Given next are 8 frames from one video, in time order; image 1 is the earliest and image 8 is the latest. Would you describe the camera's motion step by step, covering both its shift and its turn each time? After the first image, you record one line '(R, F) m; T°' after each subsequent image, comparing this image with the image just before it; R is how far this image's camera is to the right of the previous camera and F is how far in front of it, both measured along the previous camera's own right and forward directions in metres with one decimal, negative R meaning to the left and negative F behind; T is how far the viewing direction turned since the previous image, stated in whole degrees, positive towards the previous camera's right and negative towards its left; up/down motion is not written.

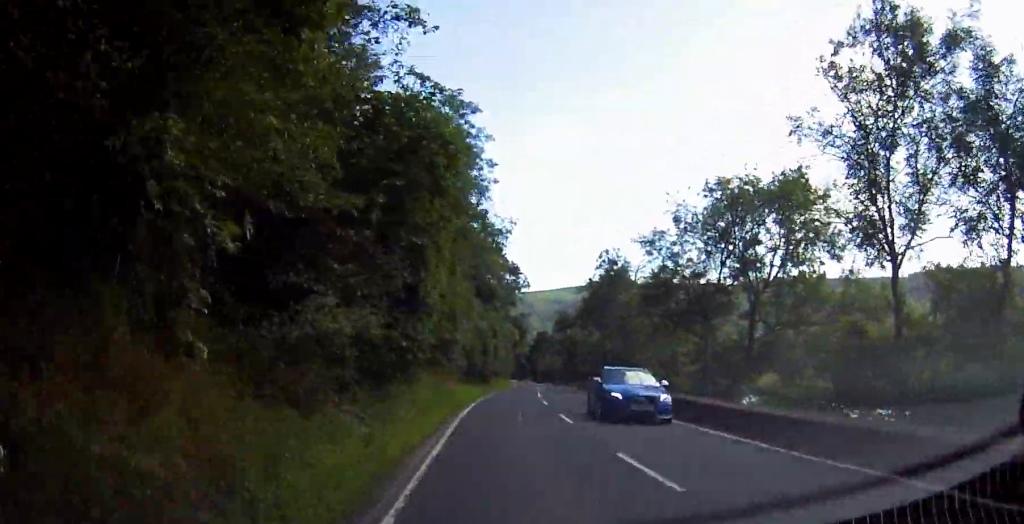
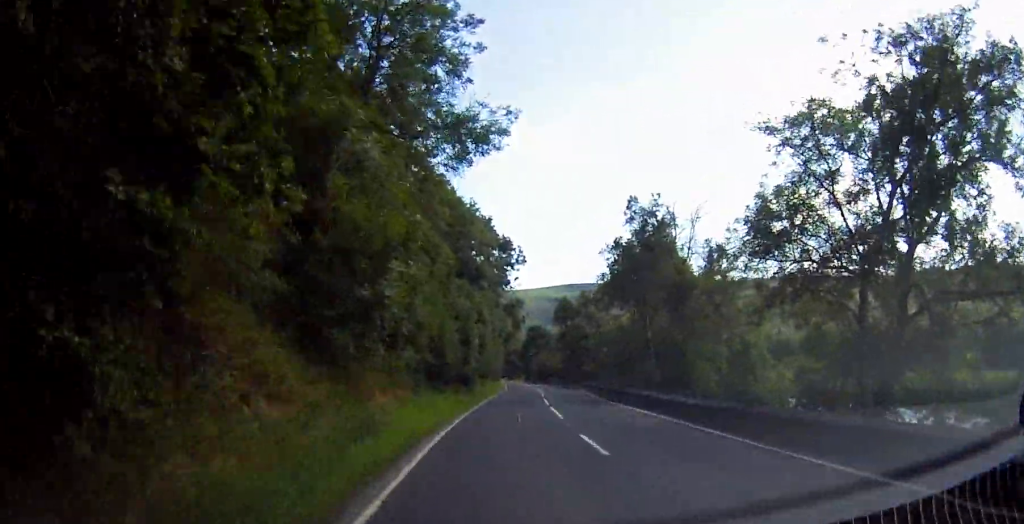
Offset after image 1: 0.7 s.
(0.0, +14.7) m; +1°
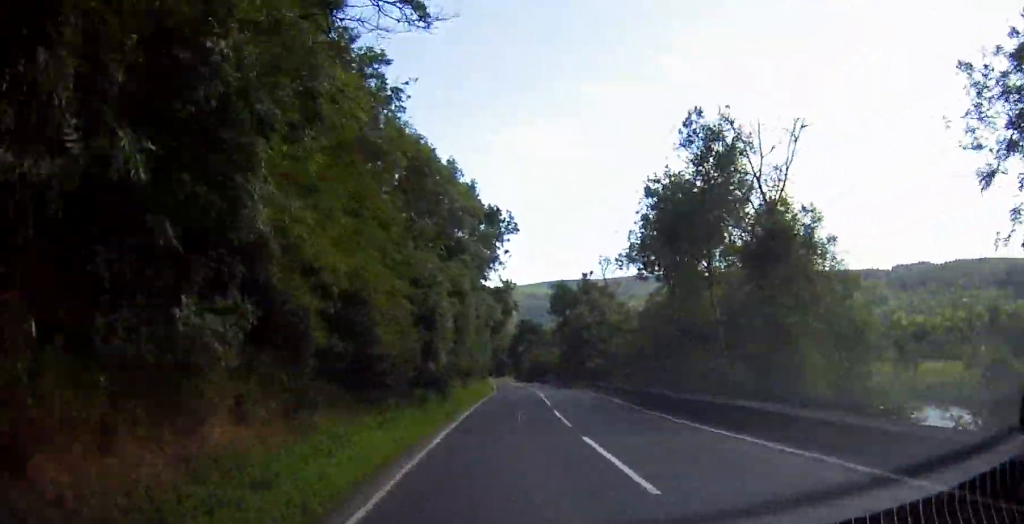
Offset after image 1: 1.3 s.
(+0.2, +11.5) m; +1°
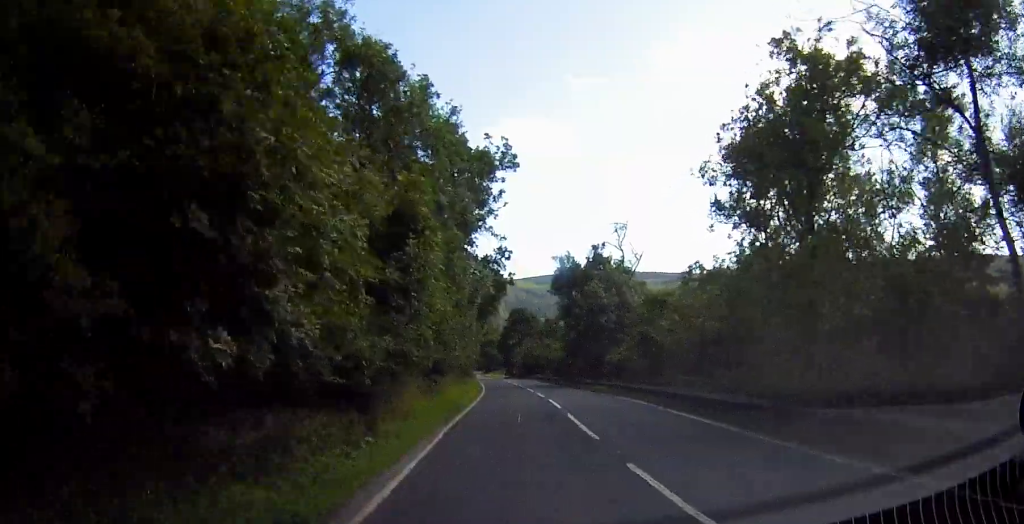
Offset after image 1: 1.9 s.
(+0.1, +13.4) m; +1°
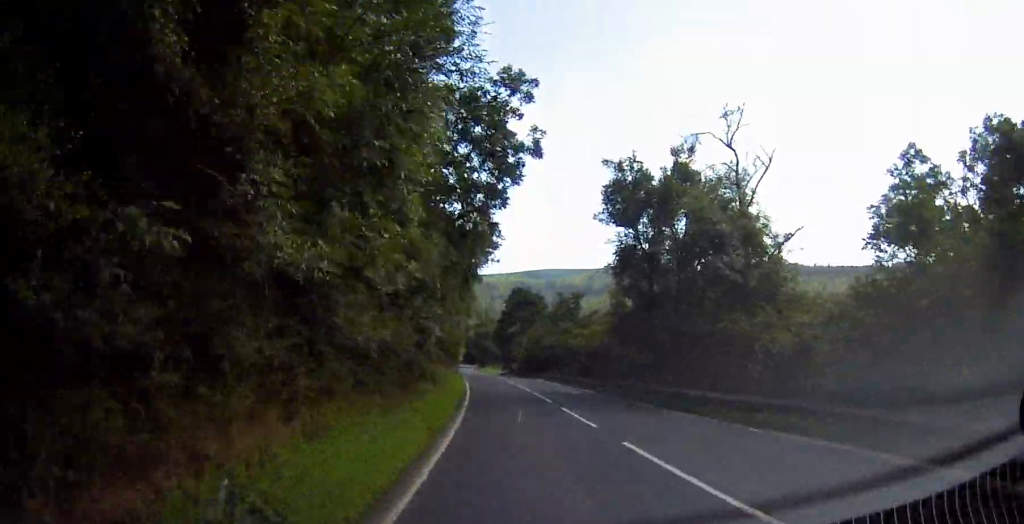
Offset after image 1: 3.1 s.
(+0.2, +25.8) m; 0°
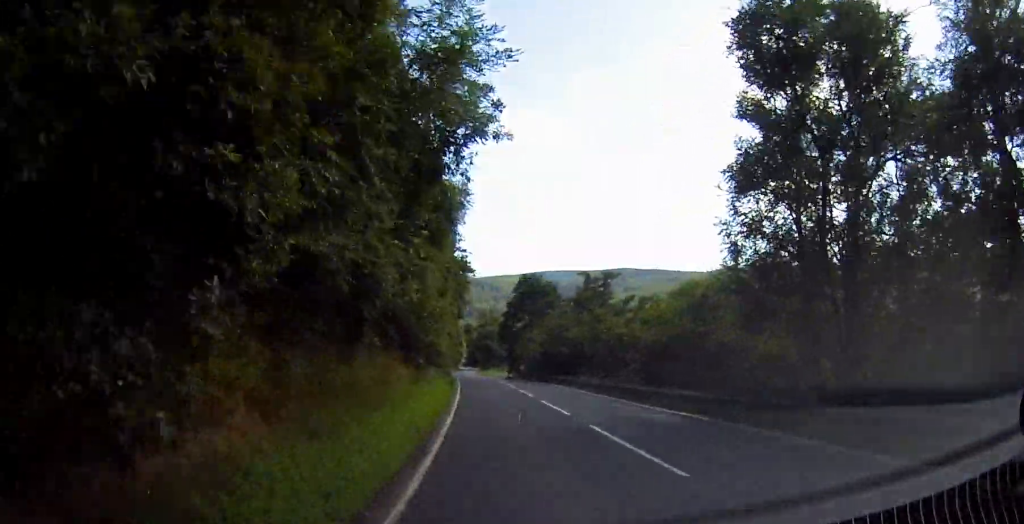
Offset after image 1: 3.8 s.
(0.0, +16.5) m; 0°
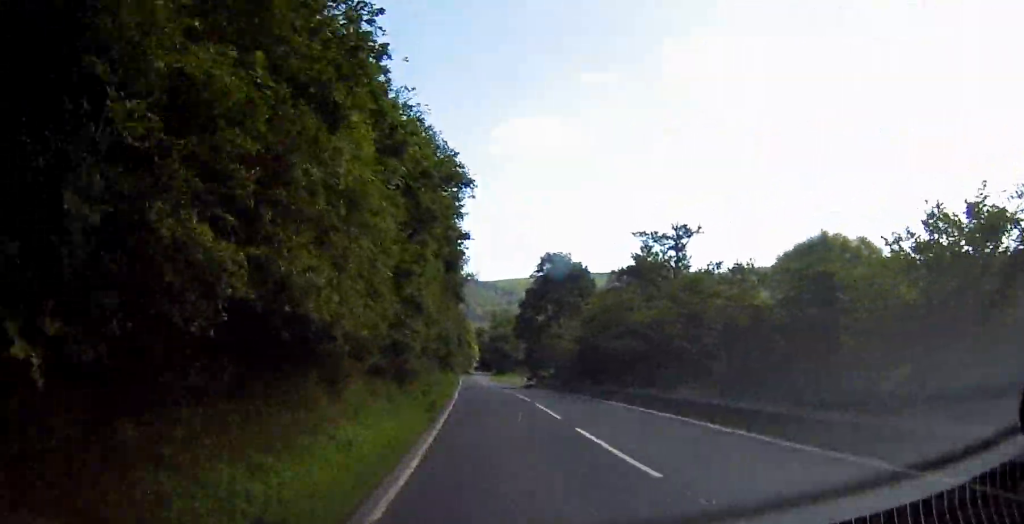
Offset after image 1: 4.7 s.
(-0.1, +18.5) m; -1°
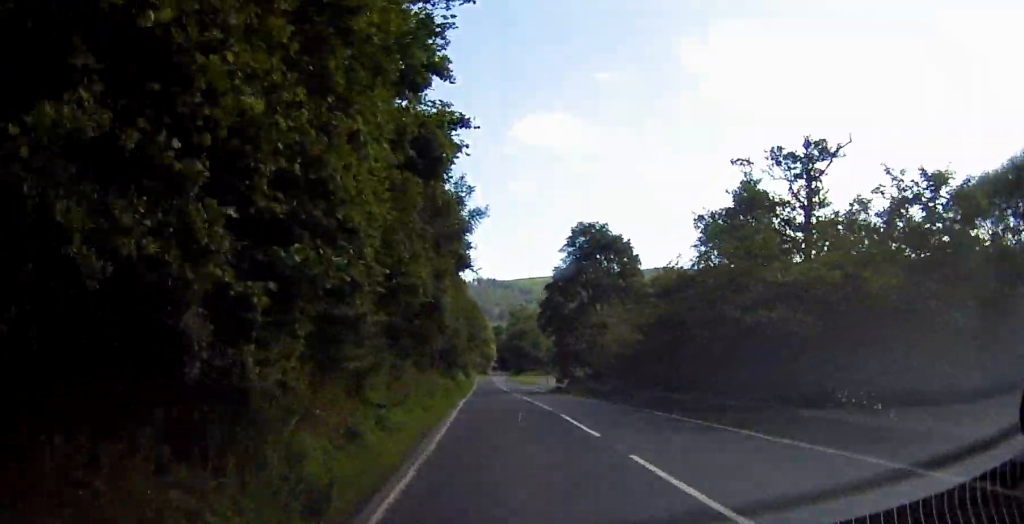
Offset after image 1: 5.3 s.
(-0.2, +14.0) m; -1°
